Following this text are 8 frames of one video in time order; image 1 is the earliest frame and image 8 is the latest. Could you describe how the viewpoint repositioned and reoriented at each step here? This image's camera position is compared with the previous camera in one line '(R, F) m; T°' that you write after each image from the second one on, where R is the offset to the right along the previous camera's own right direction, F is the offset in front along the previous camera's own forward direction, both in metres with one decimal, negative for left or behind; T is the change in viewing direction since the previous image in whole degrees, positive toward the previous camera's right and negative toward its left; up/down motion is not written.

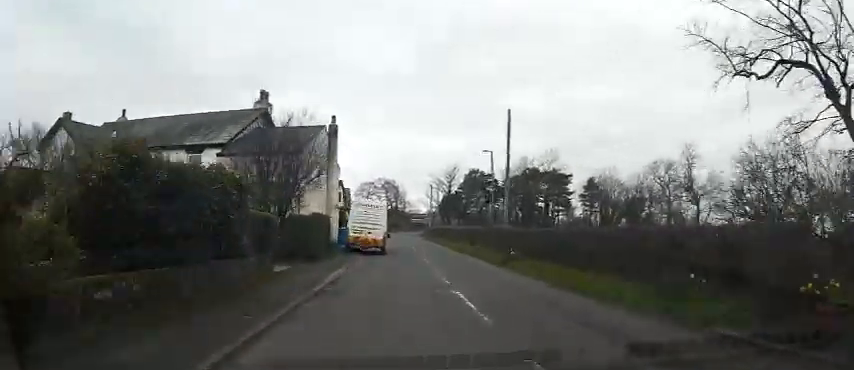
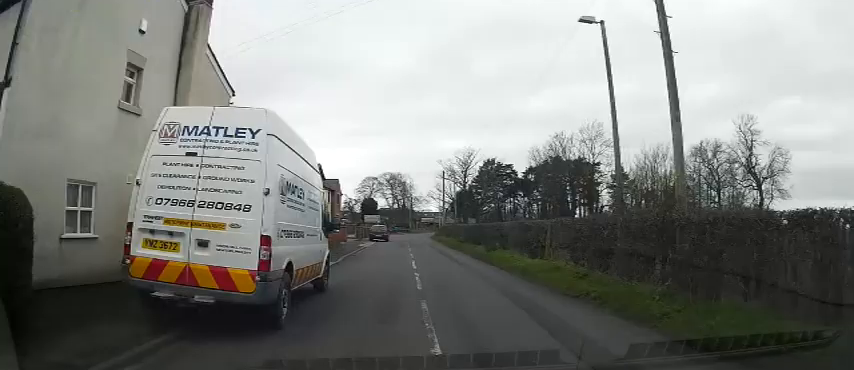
(-0.7, +18.6) m; -3°
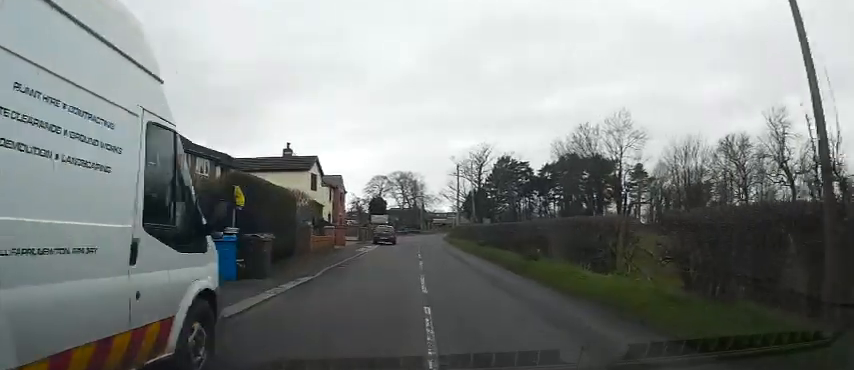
(0.0, +6.4) m; 0°
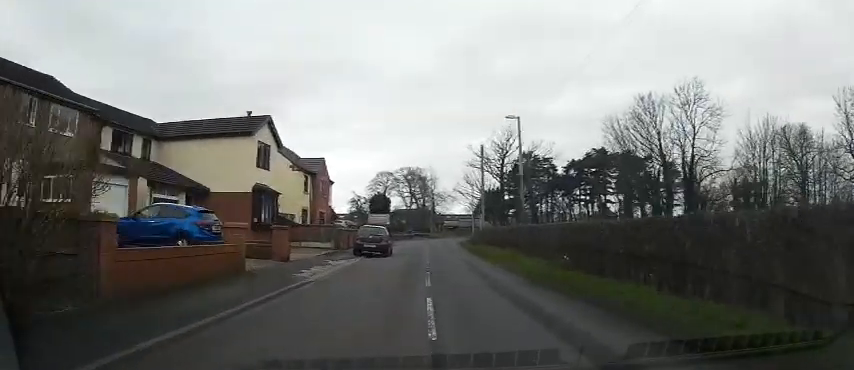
(0.0, +15.9) m; -2°
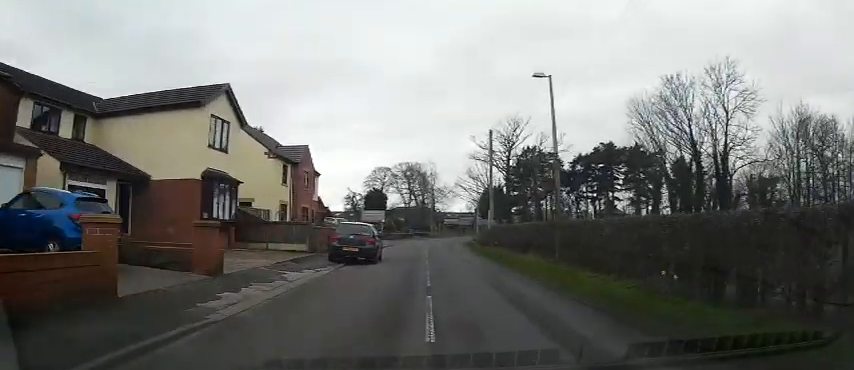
(-0.1, +6.0) m; 0°
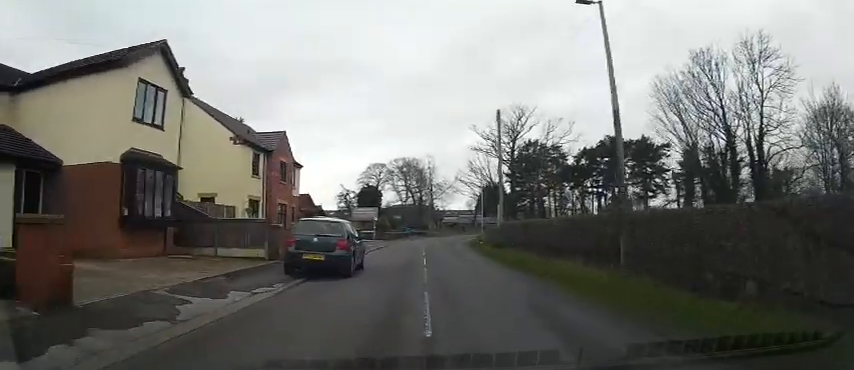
(-0.2, +5.5) m; 0°
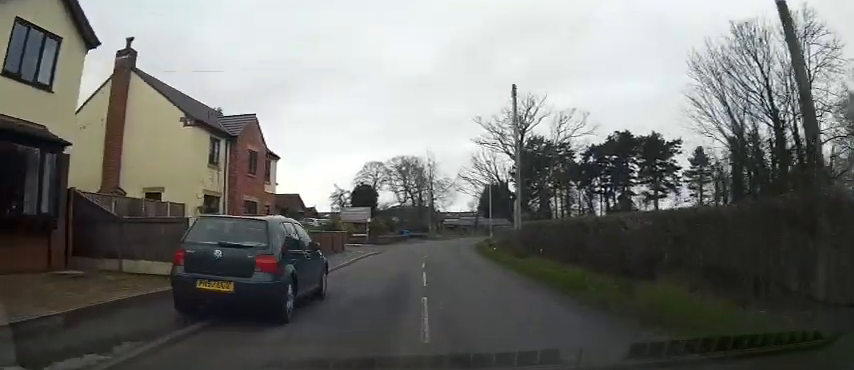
(+0.1, +6.0) m; 0°
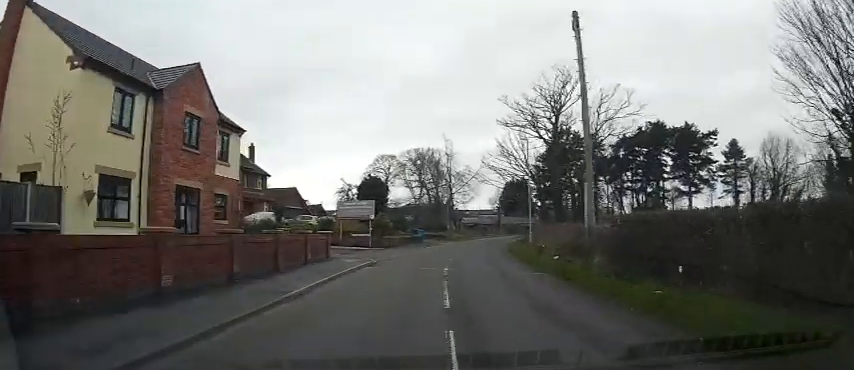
(+0.3, +9.5) m; 0°
